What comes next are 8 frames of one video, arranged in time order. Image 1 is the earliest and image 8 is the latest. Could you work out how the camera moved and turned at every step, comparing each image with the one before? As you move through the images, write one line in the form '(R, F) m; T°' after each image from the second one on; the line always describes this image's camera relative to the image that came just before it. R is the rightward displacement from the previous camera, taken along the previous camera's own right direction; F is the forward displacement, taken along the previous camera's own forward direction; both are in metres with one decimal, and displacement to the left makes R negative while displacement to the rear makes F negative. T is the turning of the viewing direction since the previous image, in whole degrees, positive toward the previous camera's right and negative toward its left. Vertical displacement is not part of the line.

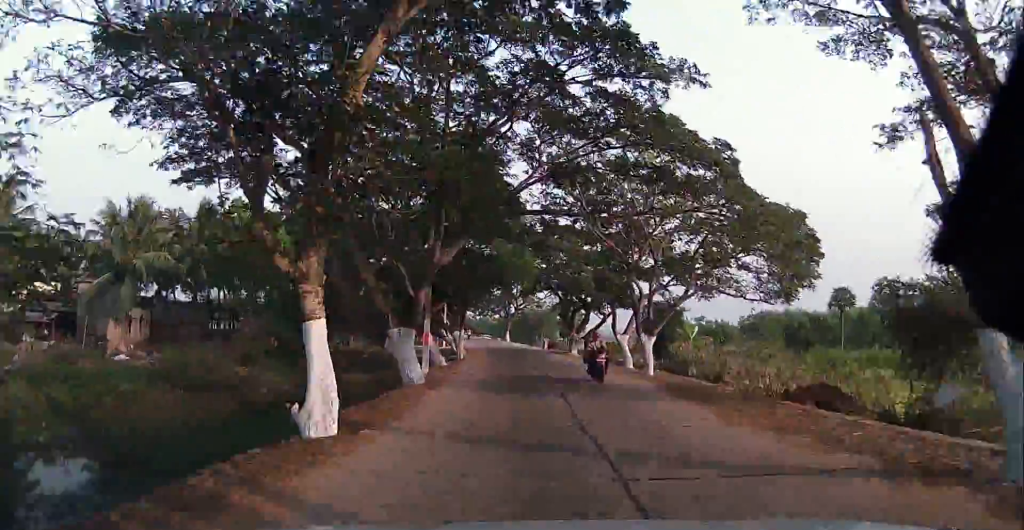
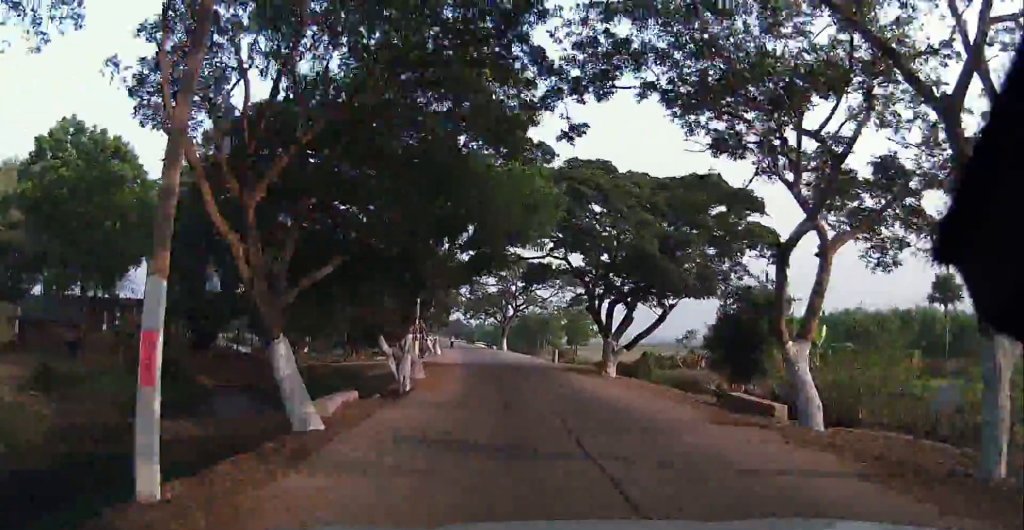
(-0.1, +20.0) m; 0°
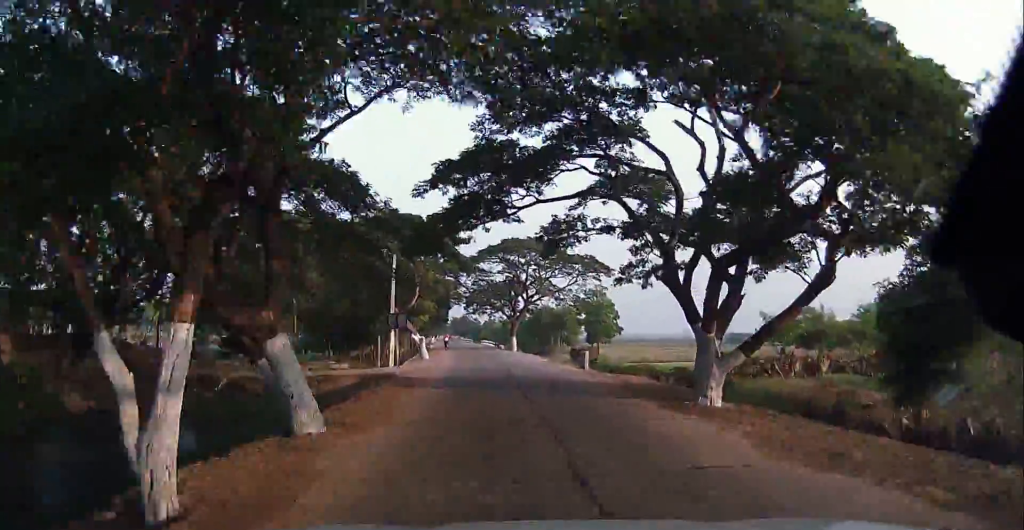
(0.0, +15.0) m; -1°
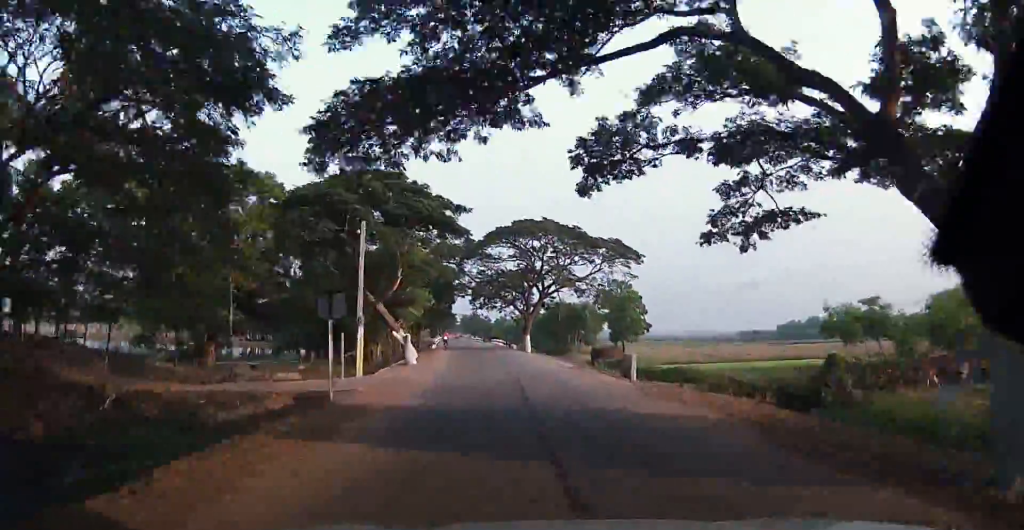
(-0.1, +11.2) m; -2°
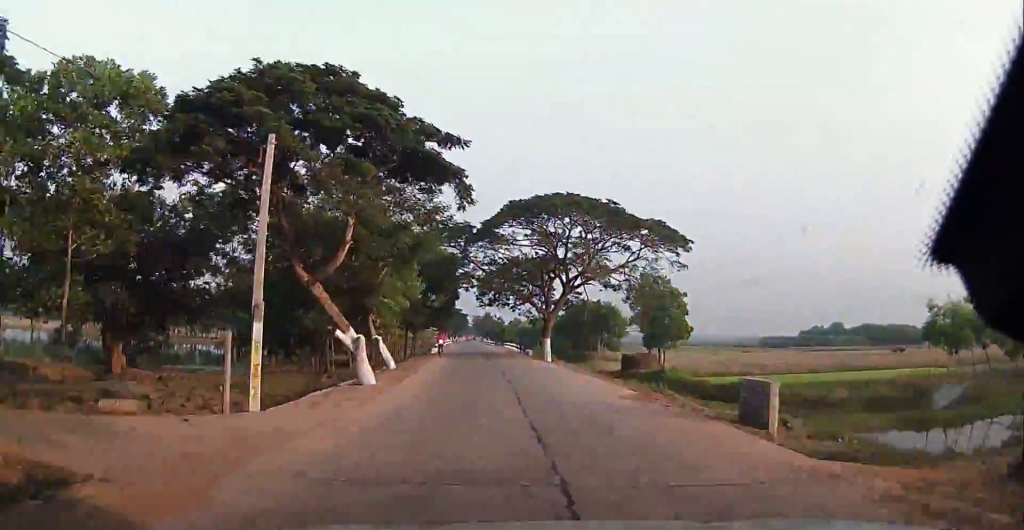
(-0.4, +13.2) m; -3°
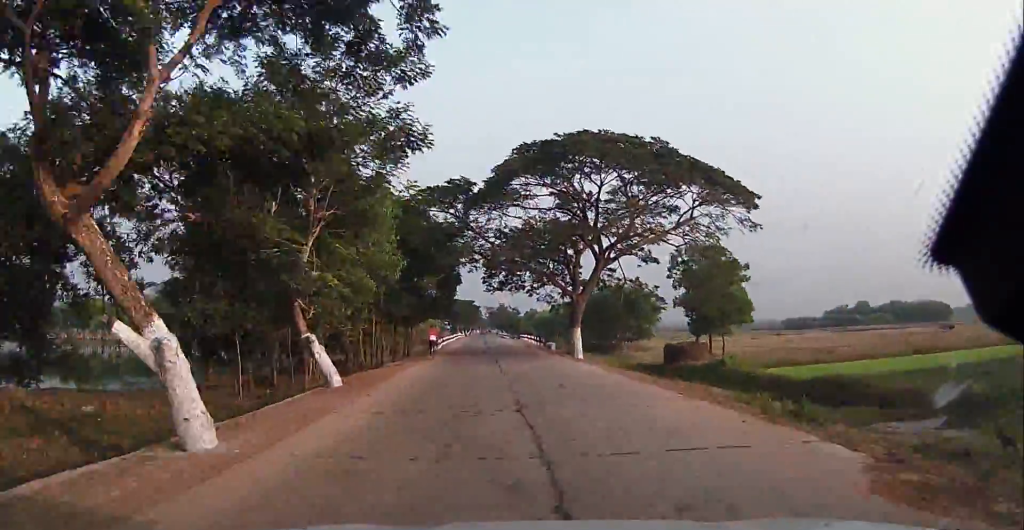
(-0.3, +12.8) m; -1°
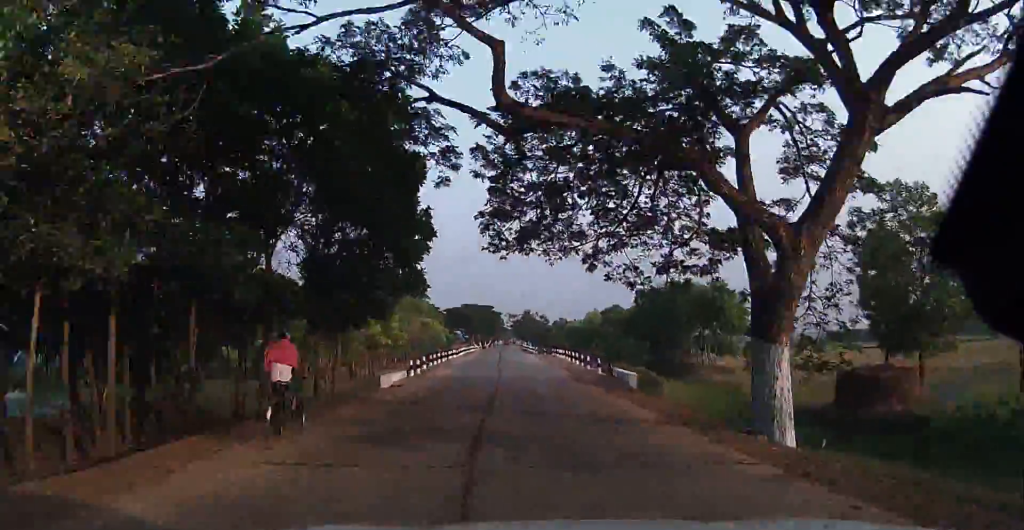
(+0.2, +28.1) m; +1°
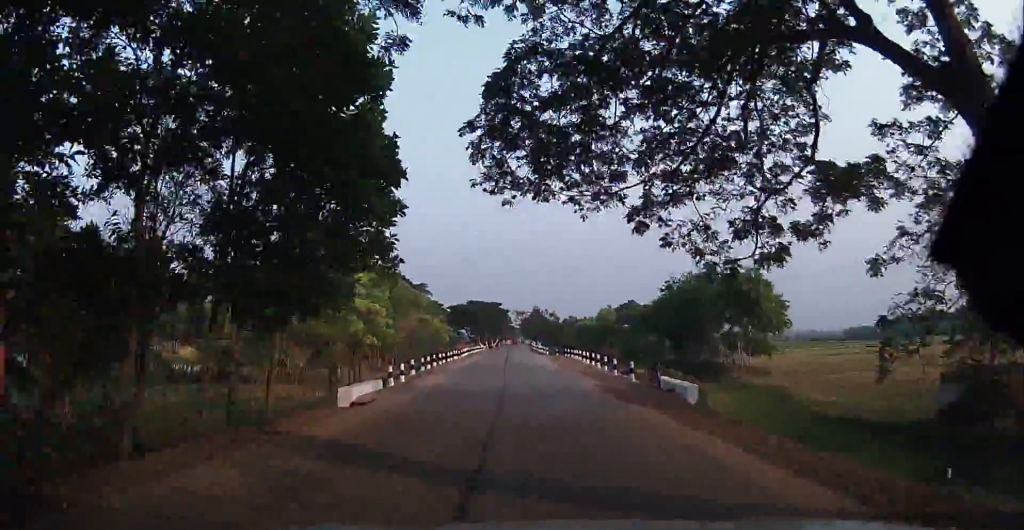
(-0.1, +7.7) m; -1°
